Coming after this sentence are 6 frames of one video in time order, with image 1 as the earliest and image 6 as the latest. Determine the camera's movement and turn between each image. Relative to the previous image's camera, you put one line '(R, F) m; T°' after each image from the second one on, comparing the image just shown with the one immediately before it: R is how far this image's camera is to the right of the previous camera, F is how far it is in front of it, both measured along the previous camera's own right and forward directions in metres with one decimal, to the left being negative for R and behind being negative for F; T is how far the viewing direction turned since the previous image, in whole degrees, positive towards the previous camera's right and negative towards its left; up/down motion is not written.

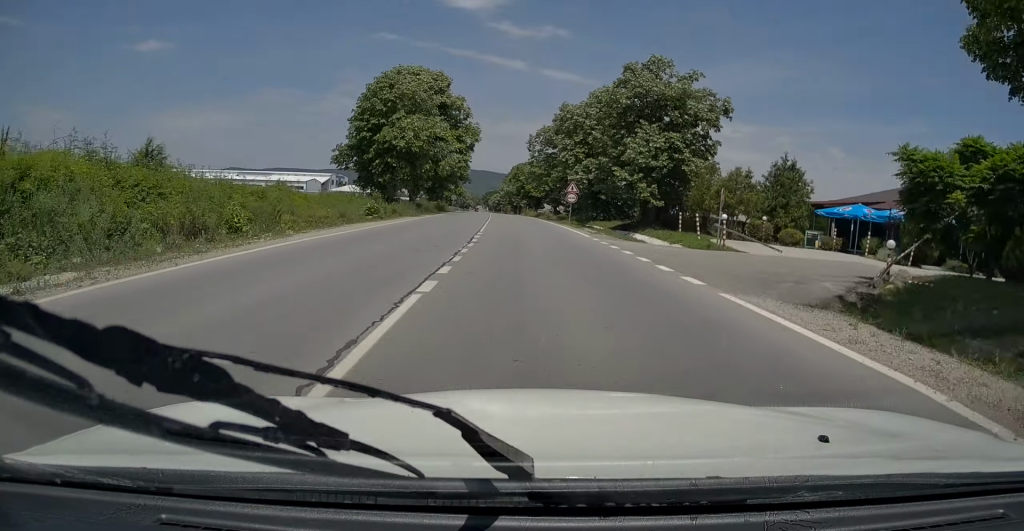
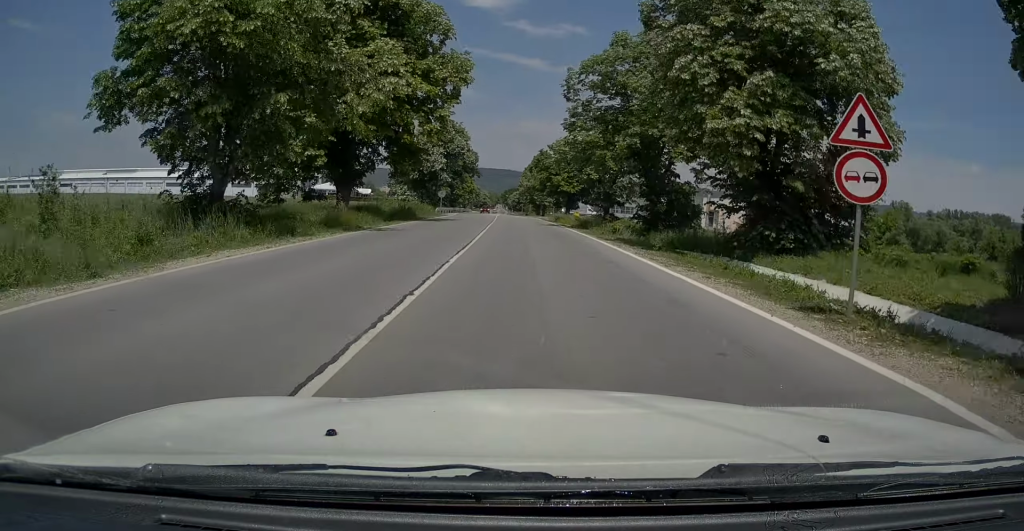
(-0.4, +33.6) m; -2°
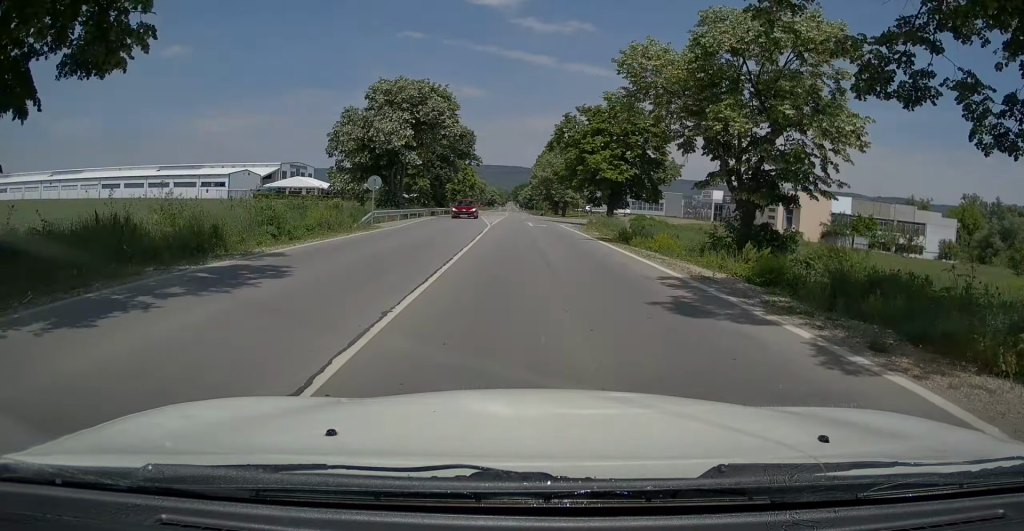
(-0.4, +30.1) m; -1°
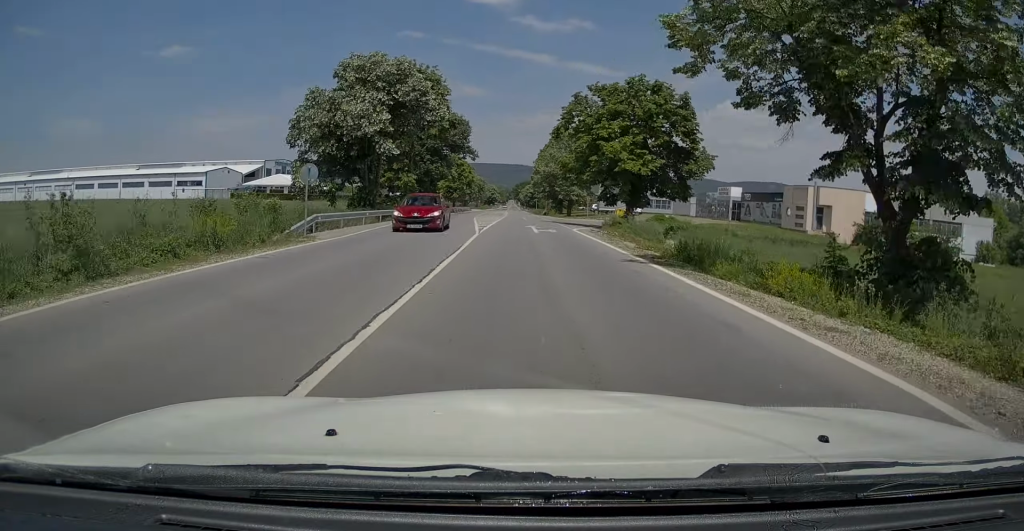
(0.0, +8.9) m; 0°
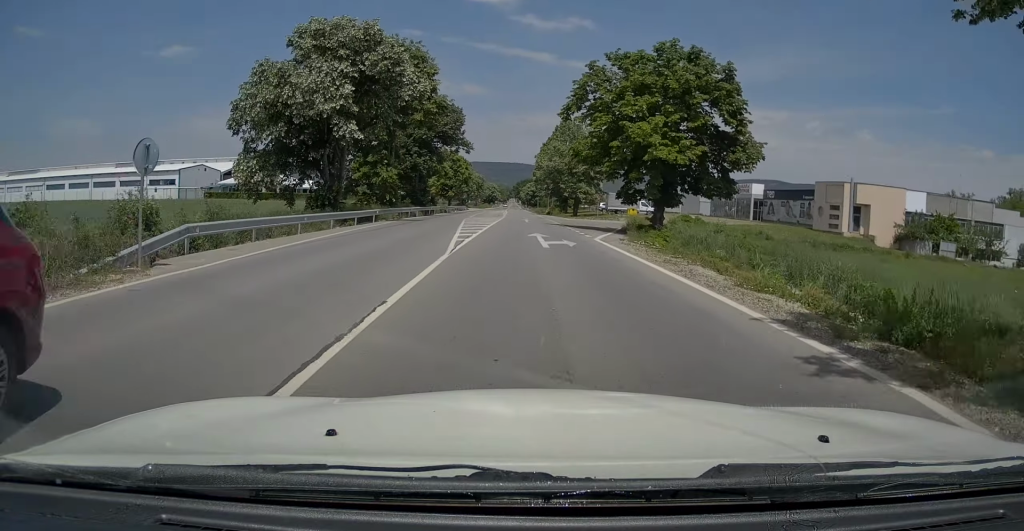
(0.0, +9.0) m; 0°
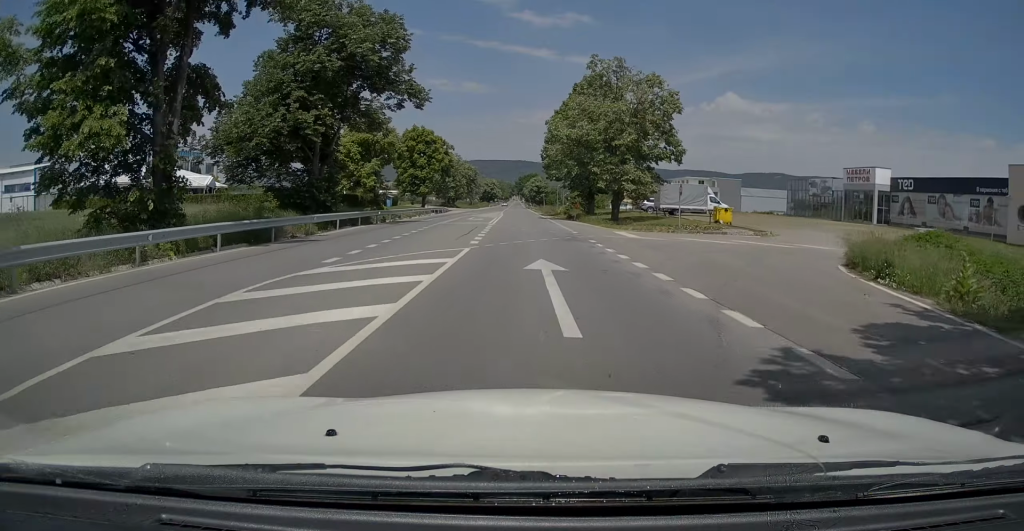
(+0.2, +33.1) m; 0°
